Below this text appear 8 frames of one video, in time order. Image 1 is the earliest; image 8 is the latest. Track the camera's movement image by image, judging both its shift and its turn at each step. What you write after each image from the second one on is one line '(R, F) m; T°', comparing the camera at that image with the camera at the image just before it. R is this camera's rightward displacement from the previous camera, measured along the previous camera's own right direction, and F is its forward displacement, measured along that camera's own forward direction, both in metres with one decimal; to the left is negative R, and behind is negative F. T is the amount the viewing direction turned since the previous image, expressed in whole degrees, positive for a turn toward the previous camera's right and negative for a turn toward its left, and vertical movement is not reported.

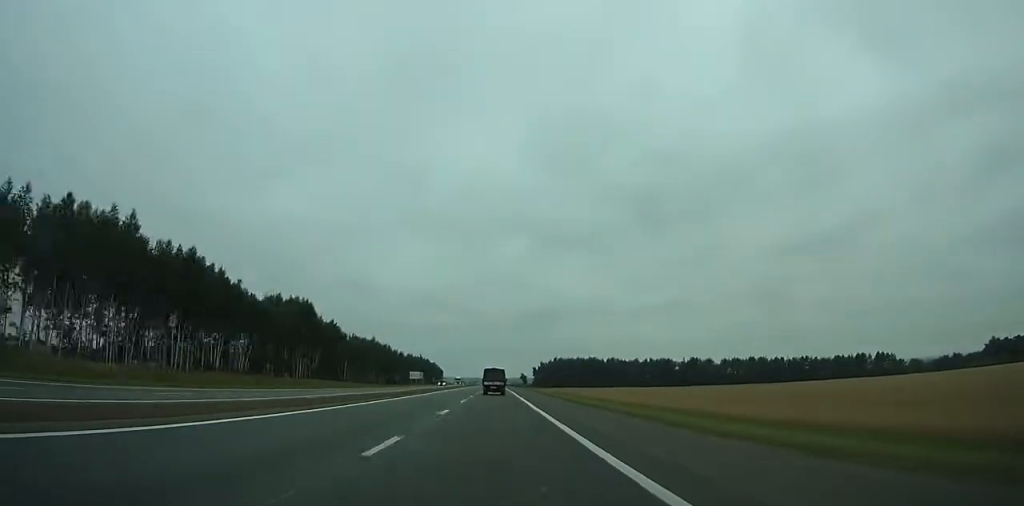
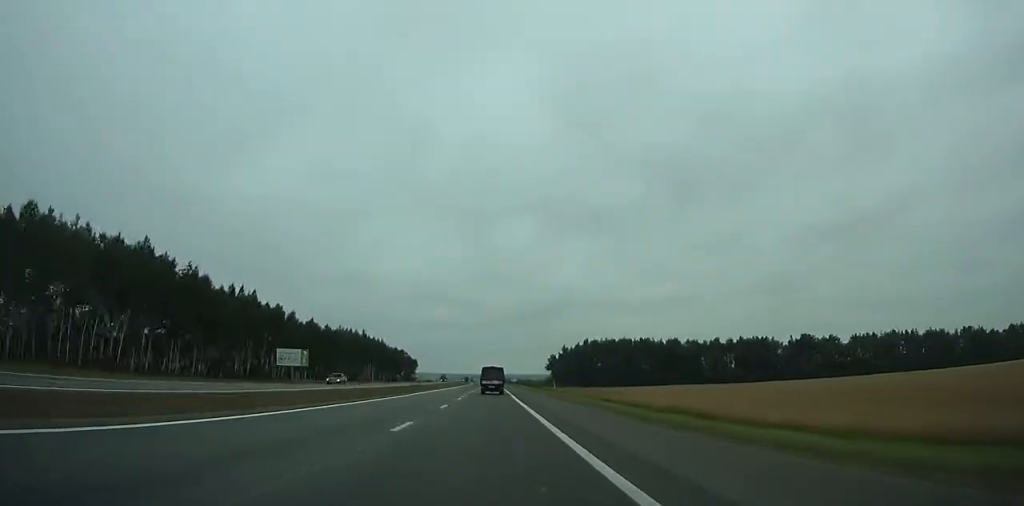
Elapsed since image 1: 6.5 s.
(+0.4, +162.9) m; 0°
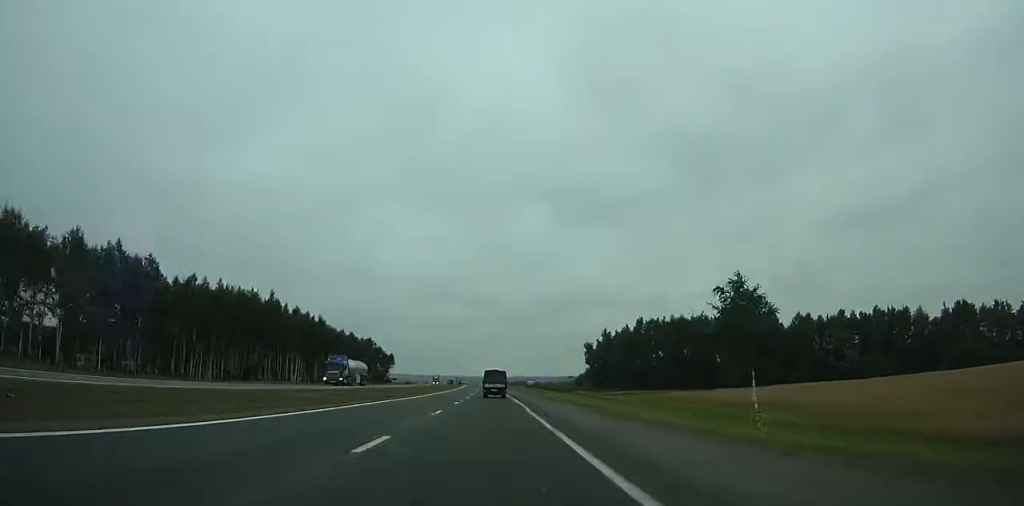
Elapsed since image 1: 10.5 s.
(-0.4, +100.1) m; -1°
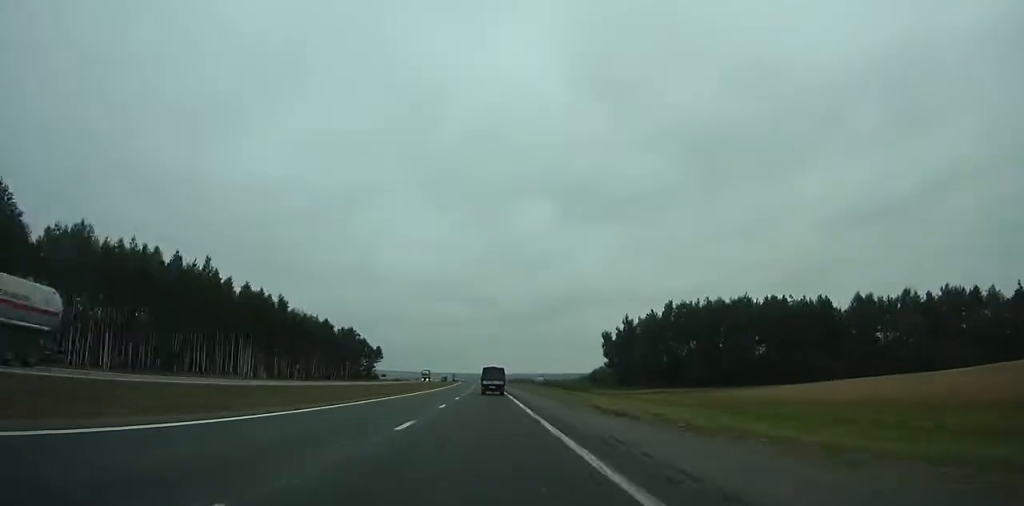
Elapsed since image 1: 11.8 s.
(0.0, +32.5) m; 0°
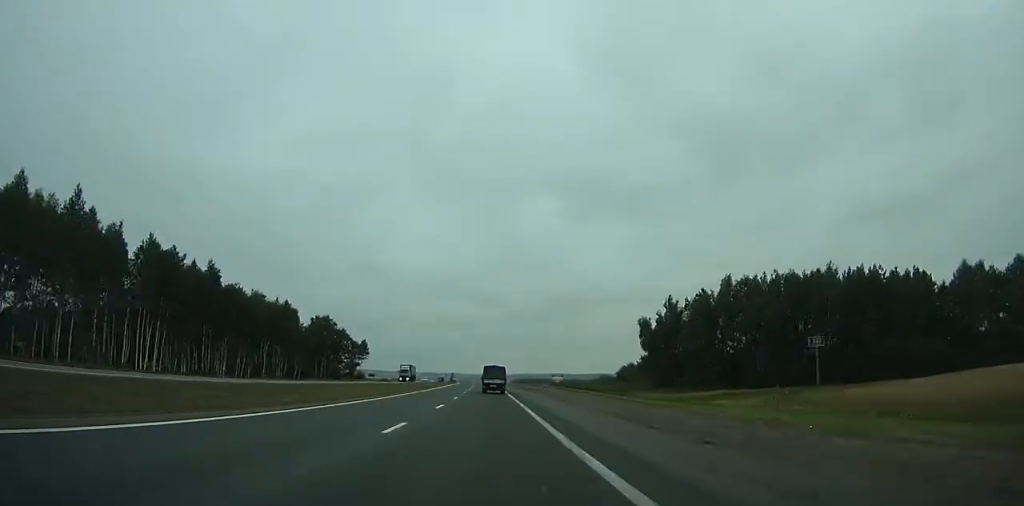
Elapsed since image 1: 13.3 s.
(-0.1, +37.3) m; 0°
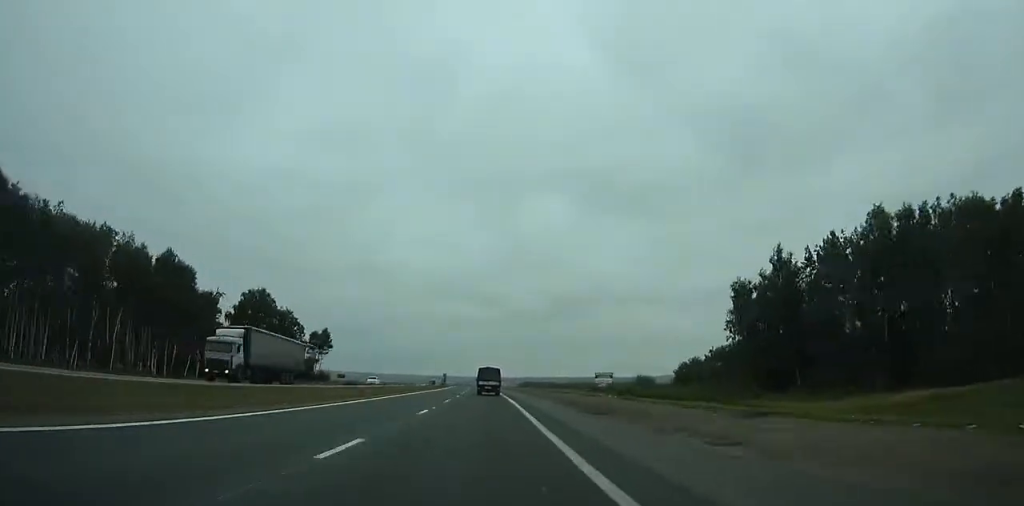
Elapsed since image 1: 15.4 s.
(-0.1, +52.3) m; -1°
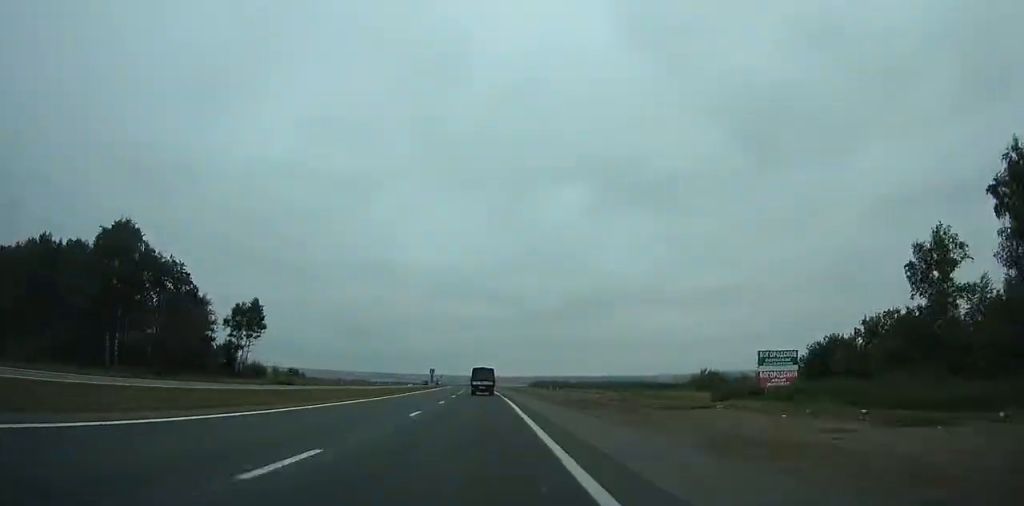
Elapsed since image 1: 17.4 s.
(-0.4, +49.4) m; -1°
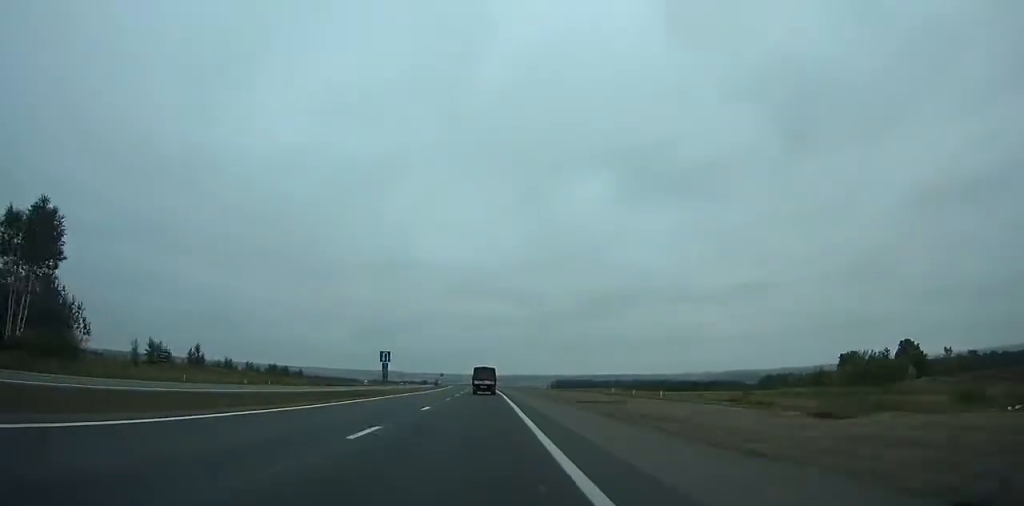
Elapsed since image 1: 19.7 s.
(-0.5, +56.7) m; -1°
